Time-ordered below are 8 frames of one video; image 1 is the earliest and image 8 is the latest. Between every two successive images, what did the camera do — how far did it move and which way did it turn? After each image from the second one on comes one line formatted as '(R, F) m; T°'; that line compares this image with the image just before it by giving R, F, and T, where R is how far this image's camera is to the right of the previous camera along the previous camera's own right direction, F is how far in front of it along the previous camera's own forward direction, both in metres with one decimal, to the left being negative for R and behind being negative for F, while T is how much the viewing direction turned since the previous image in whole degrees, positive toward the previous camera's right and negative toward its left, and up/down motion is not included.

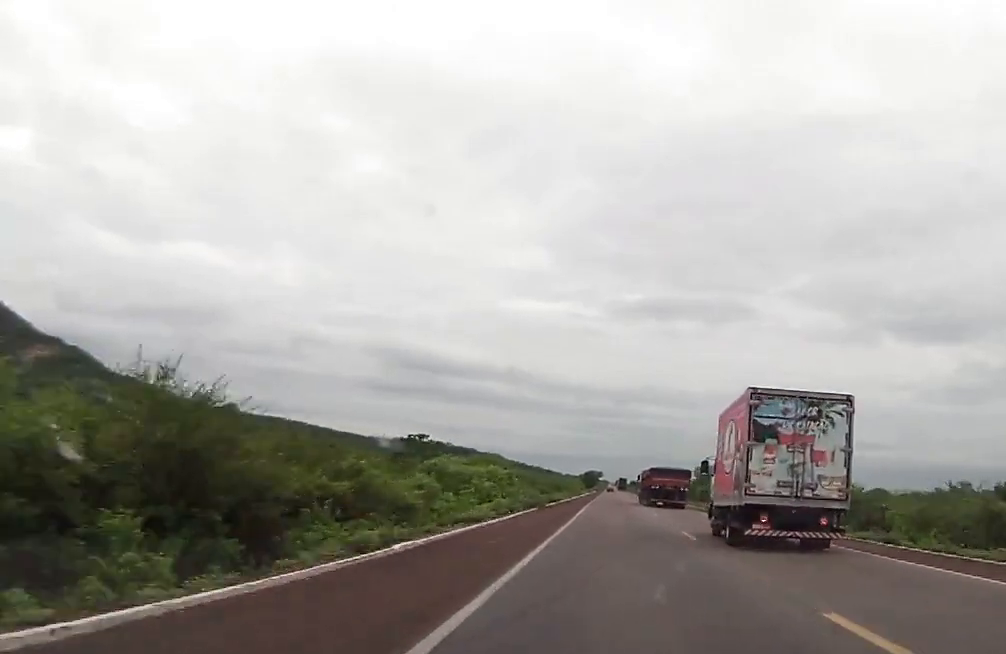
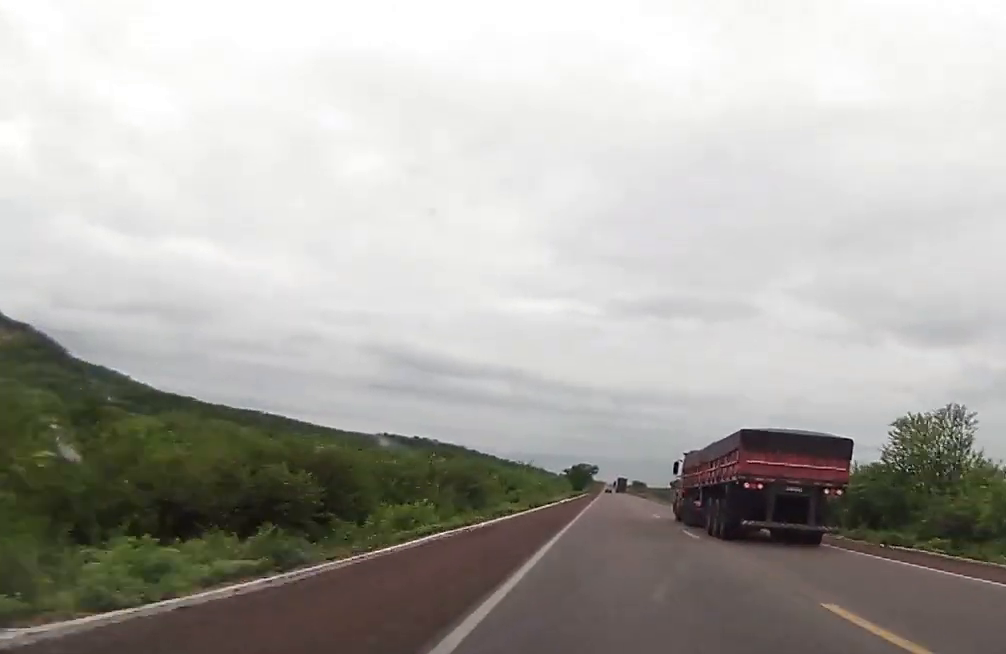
(-0.1, +79.5) m; 0°
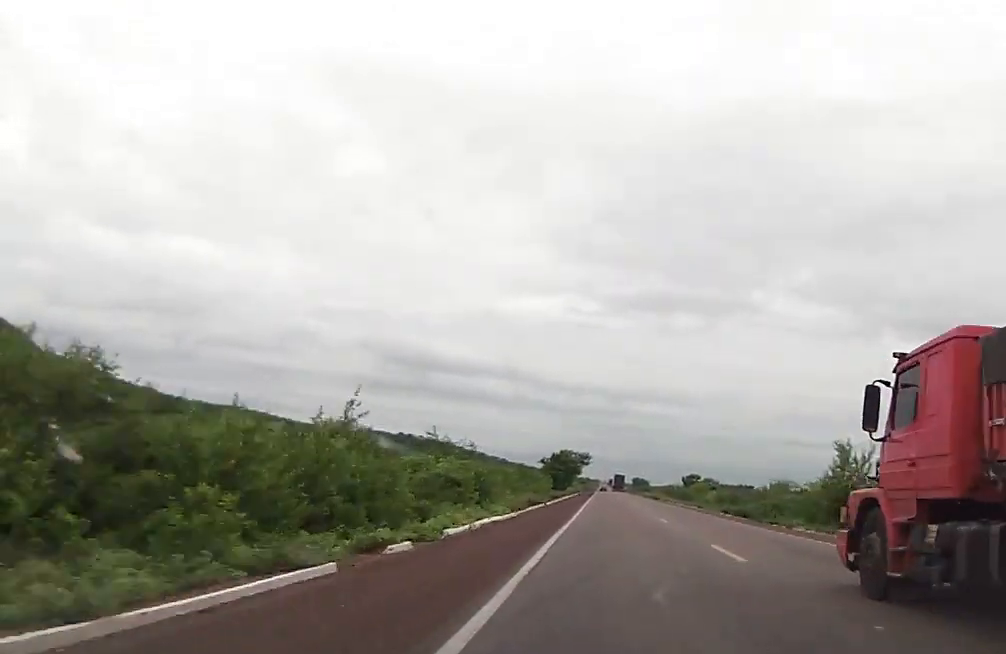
(+0.5, +54.8) m; 0°
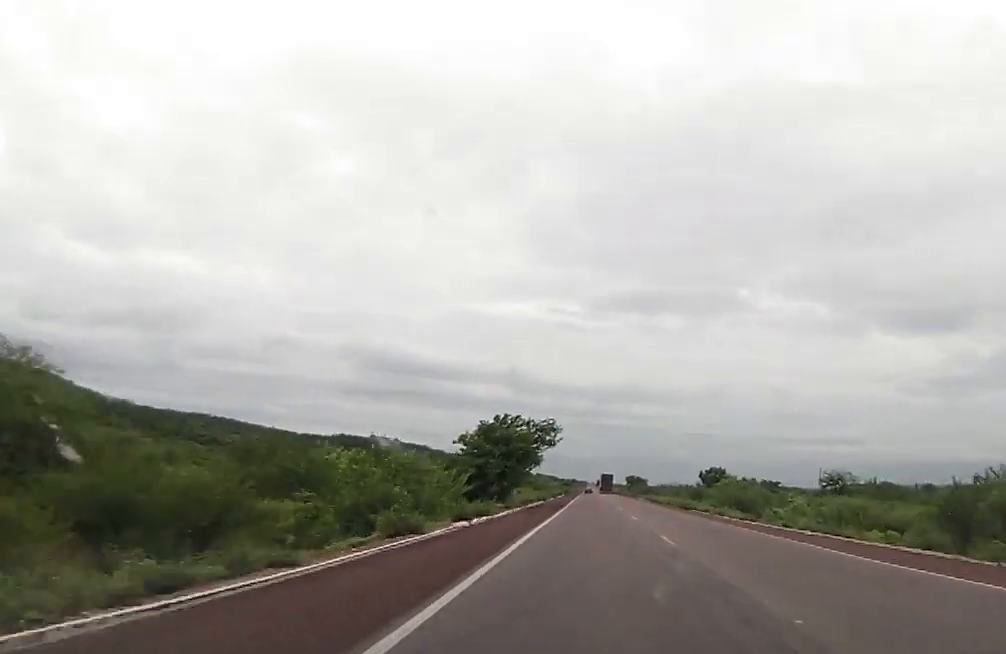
(0.0, +60.4) m; 0°
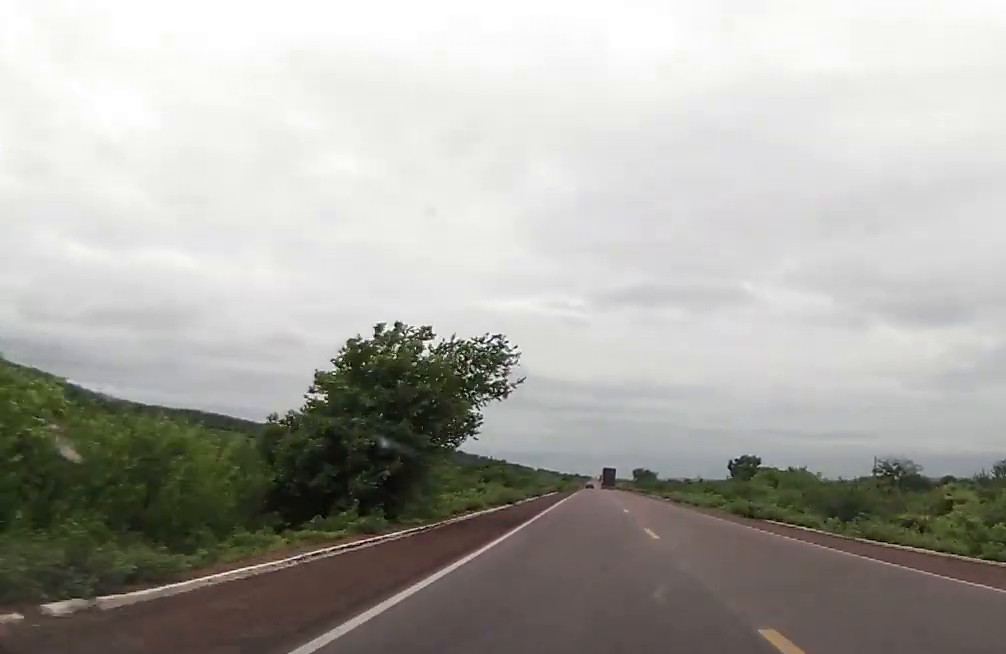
(+0.1, +31.0) m; 0°
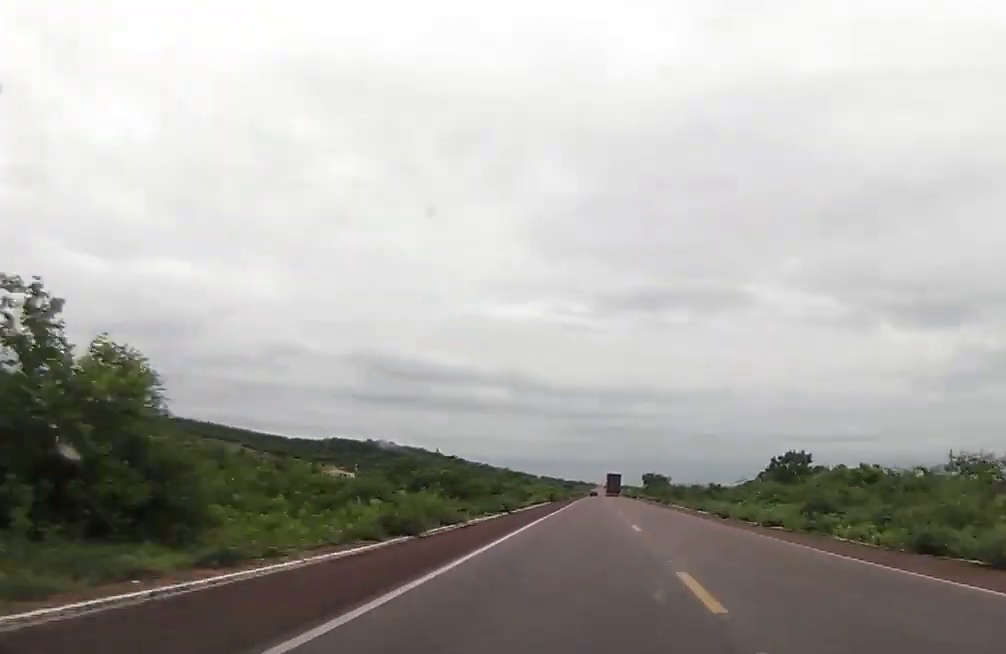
(0.0, +27.1) m; 0°
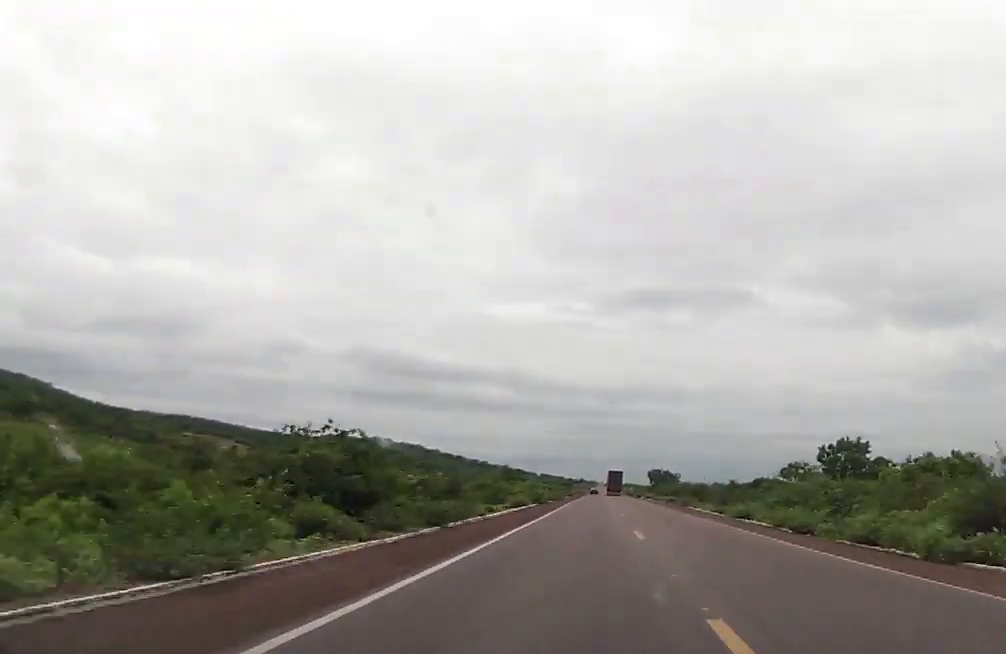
(0.0, +20.3) m; 0°
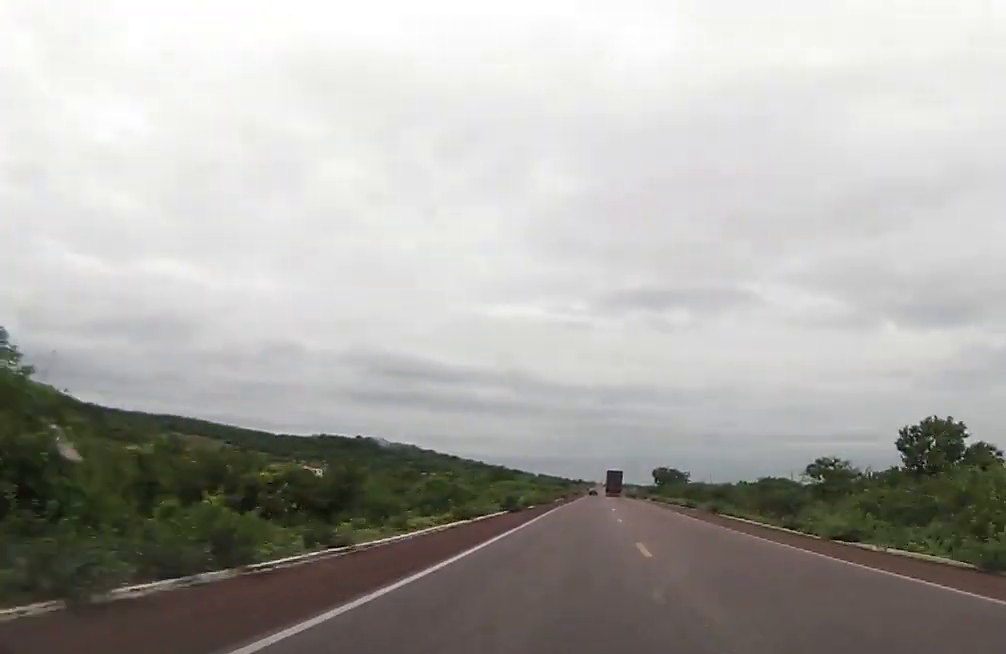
(0.0, +20.3) m; 0°
